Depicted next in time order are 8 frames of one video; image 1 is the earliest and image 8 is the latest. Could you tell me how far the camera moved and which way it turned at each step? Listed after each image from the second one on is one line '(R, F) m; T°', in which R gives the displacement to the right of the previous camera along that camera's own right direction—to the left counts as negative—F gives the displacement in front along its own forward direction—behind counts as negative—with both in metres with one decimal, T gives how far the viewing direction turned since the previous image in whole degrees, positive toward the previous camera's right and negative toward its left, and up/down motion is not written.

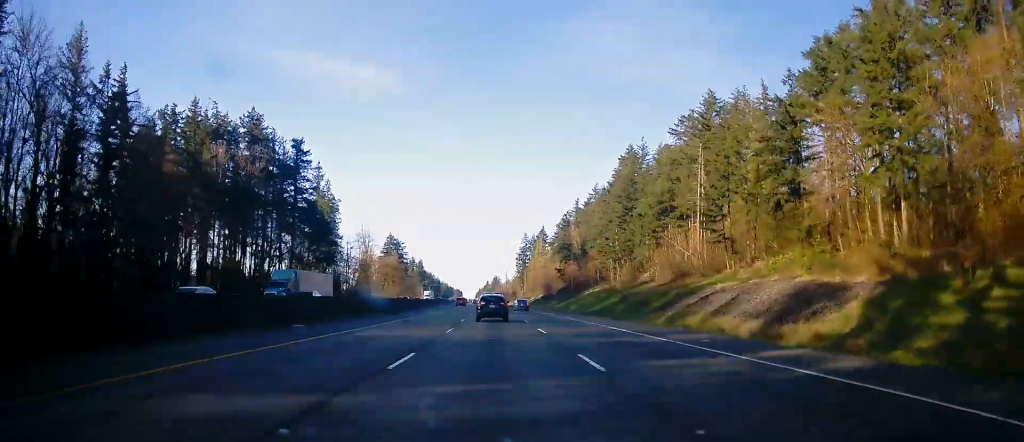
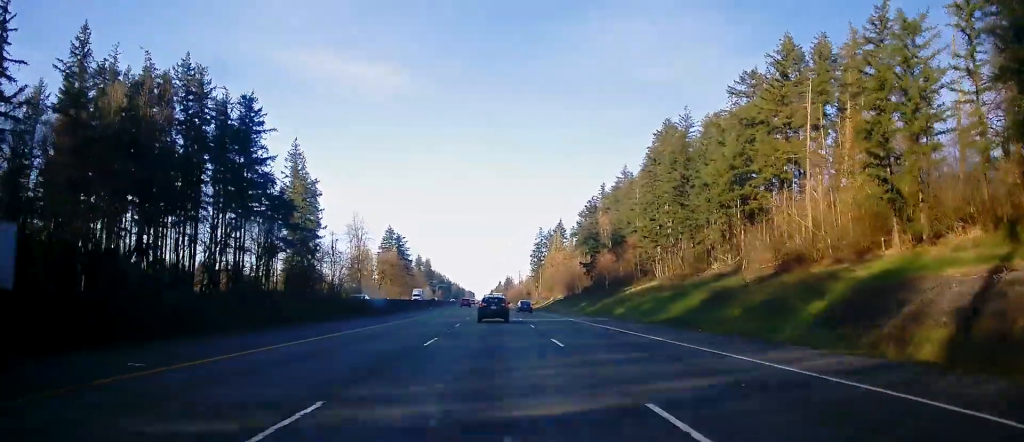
(-0.4, +30.7) m; -1°
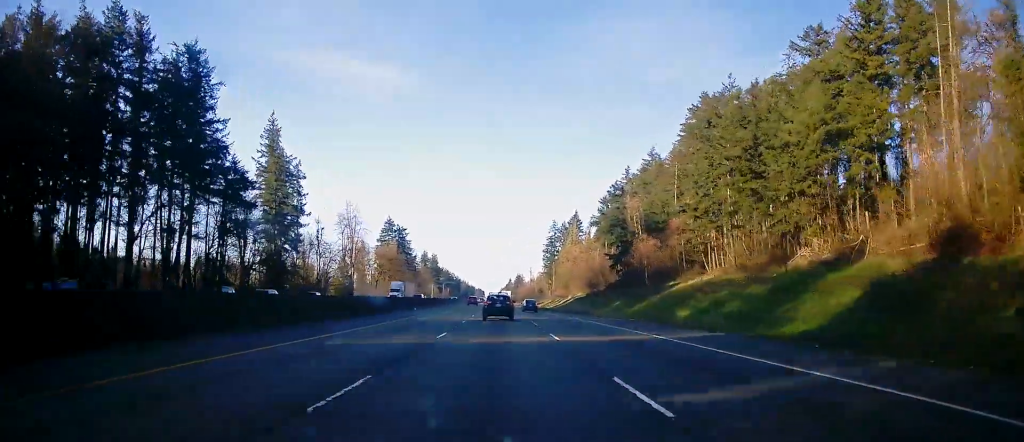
(-0.2, +22.0) m; -1°
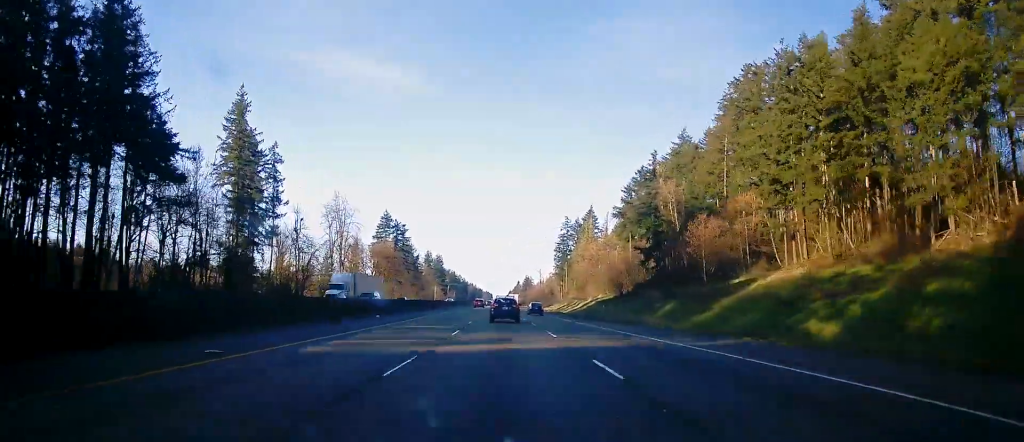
(+0.1, +21.1) m; -1°
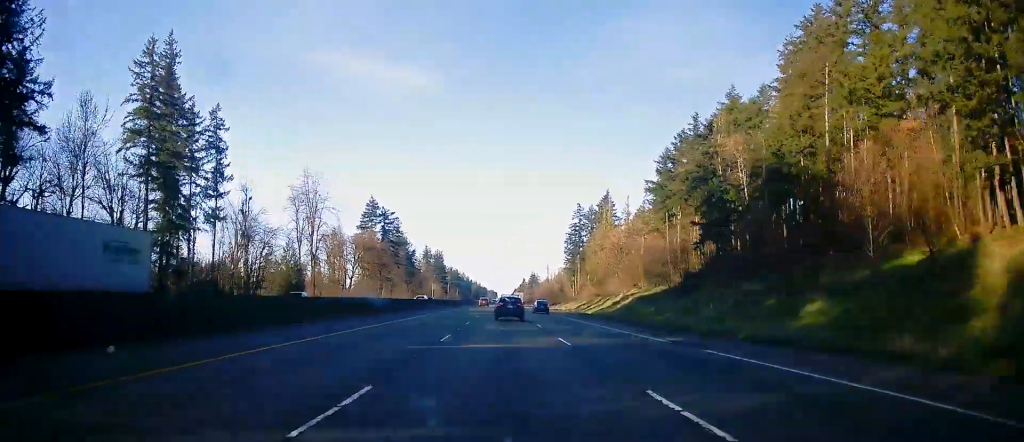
(-0.4, +29.8) m; -1°
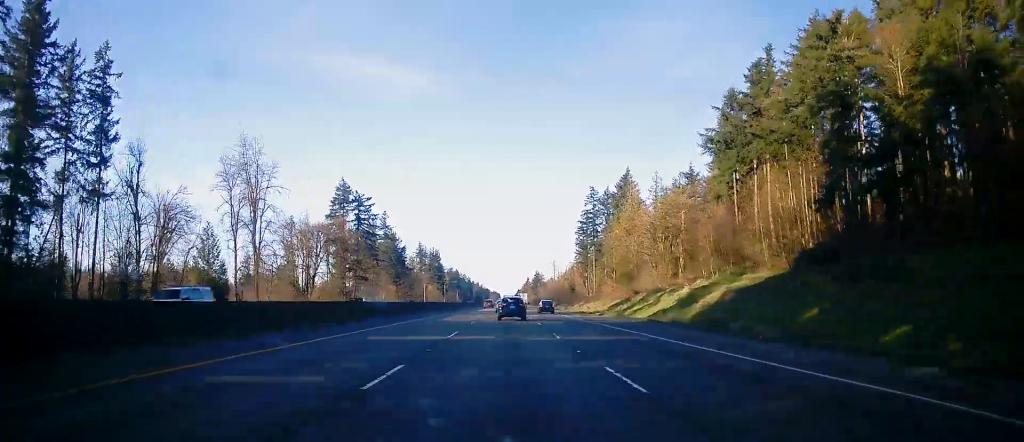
(-0.1, +33.8) m; 0°
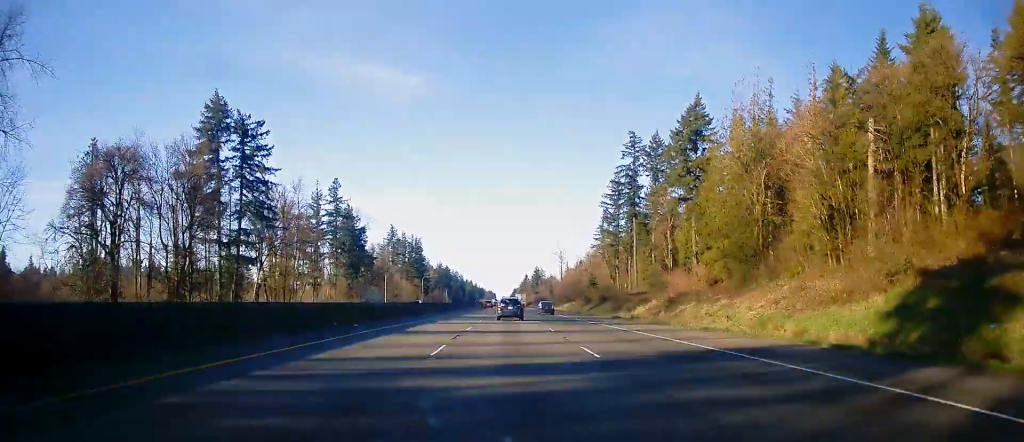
(0.0, +67.8) m; 0°
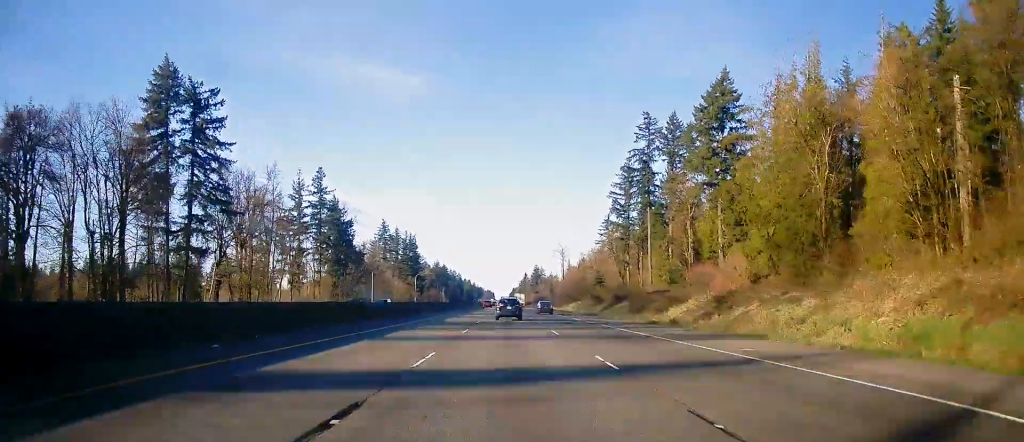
(-0.1, +14.5) m; 0°
